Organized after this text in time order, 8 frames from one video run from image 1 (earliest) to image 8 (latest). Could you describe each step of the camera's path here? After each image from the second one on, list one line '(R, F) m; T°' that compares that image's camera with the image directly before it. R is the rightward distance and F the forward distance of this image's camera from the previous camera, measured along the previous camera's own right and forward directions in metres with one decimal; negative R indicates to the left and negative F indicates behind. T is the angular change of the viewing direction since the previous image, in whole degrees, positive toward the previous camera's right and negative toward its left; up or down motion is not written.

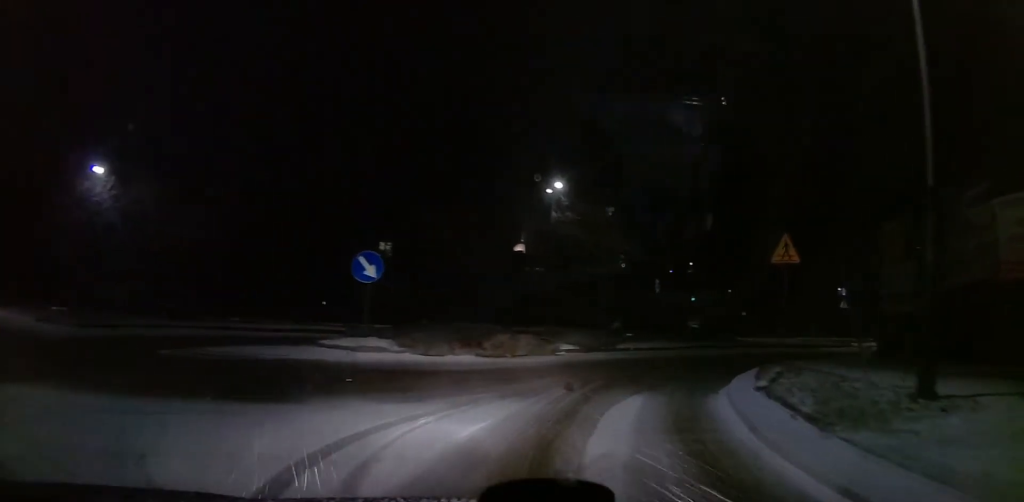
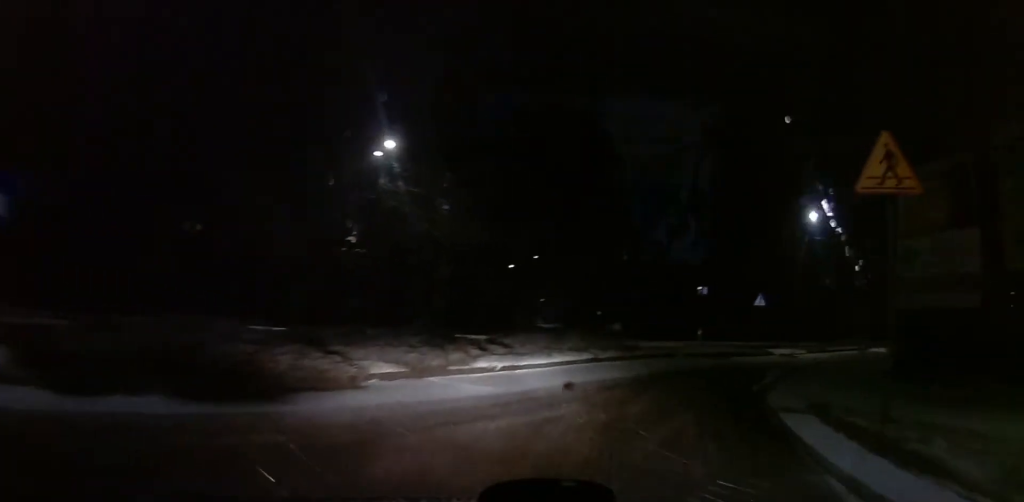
(+0.6, +9.0) m; +4°
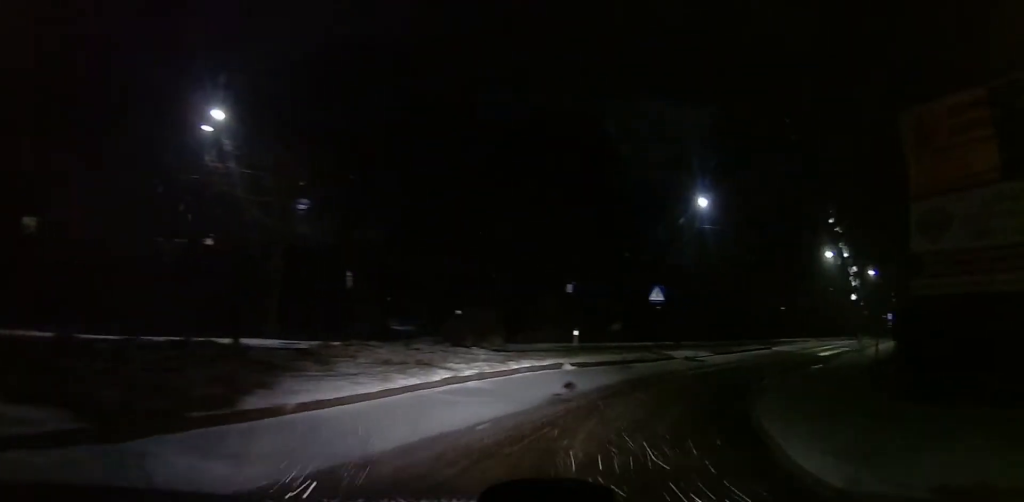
(0.0, +5.2) m; +2°
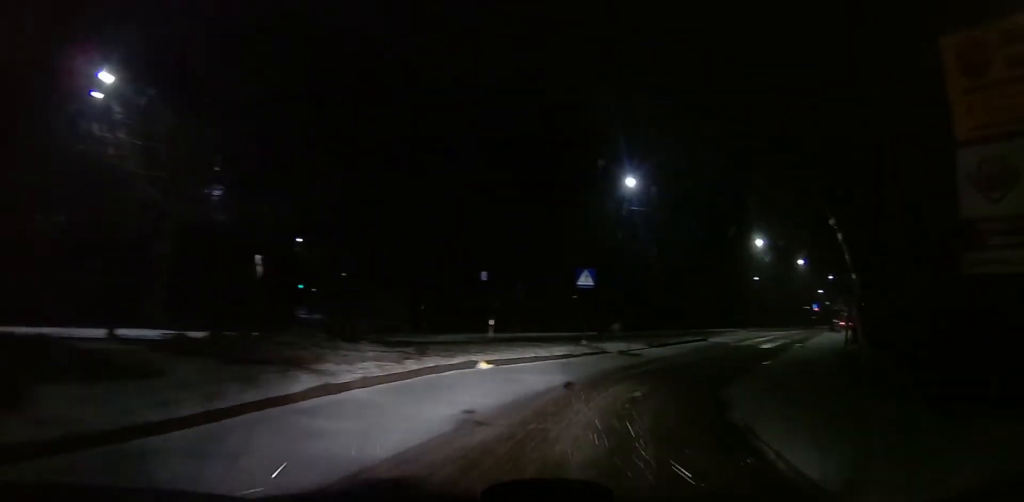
(+0.1, +2.9) m; +7°
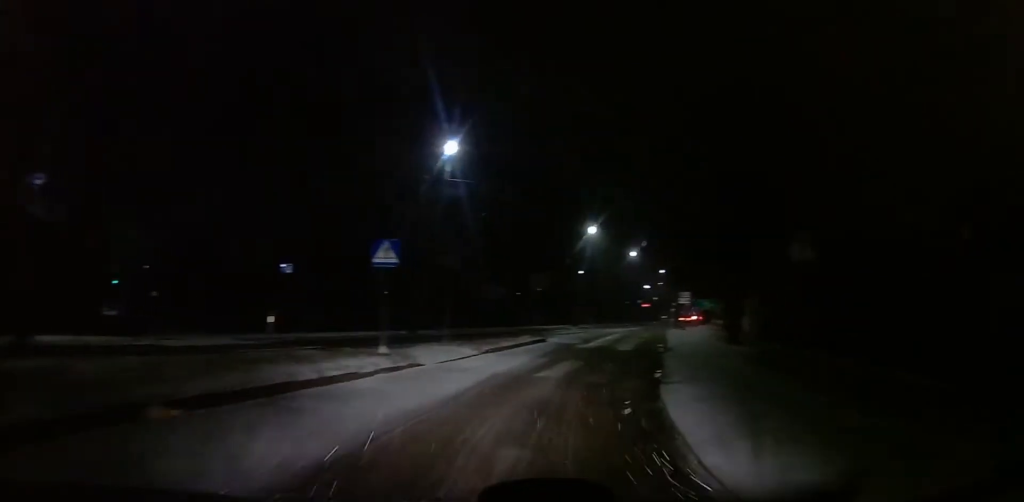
(+1.1, +6.3) m; +21°
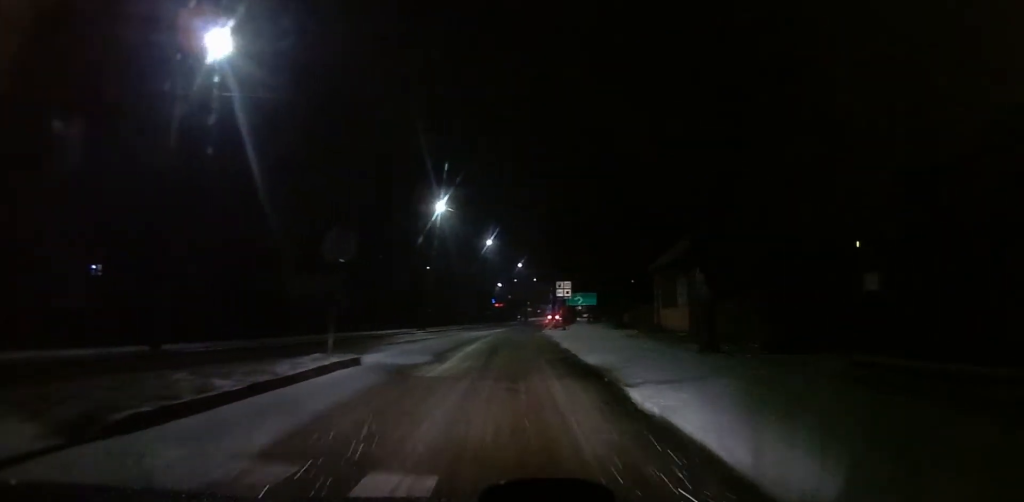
(+1.6, +13.1) m; +13°
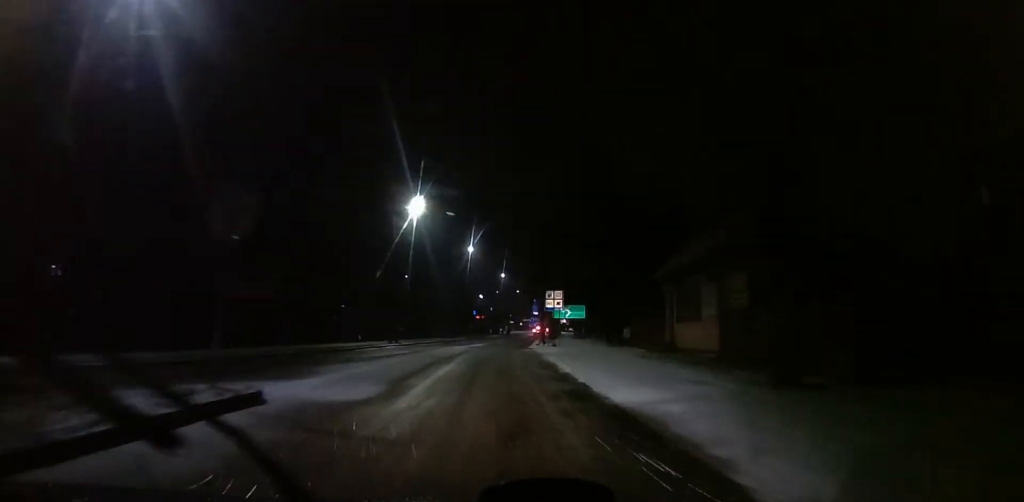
(+0.7, +5.4) m; +5°
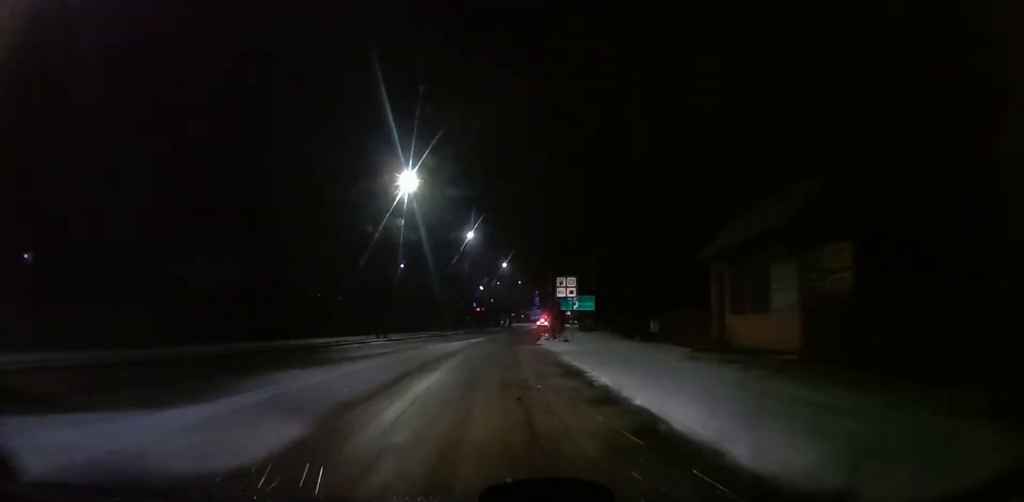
(+0.3, +5.5) m; +3°
